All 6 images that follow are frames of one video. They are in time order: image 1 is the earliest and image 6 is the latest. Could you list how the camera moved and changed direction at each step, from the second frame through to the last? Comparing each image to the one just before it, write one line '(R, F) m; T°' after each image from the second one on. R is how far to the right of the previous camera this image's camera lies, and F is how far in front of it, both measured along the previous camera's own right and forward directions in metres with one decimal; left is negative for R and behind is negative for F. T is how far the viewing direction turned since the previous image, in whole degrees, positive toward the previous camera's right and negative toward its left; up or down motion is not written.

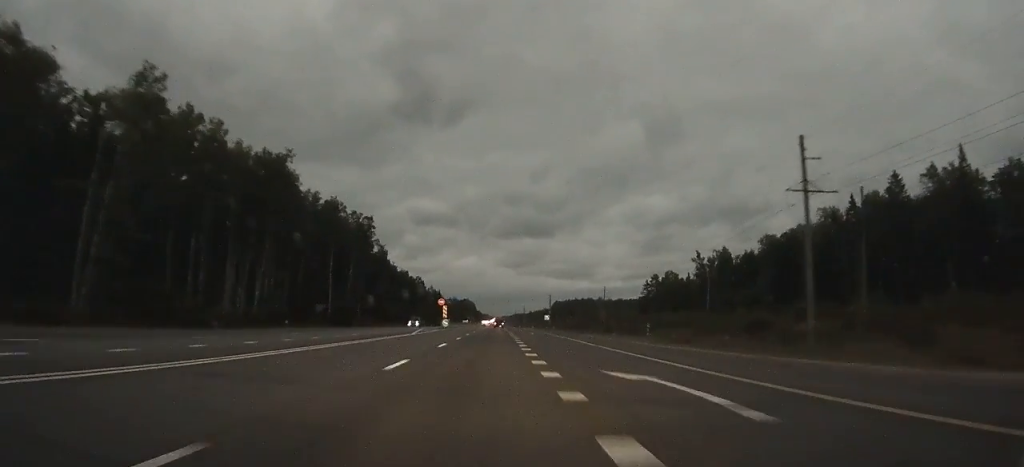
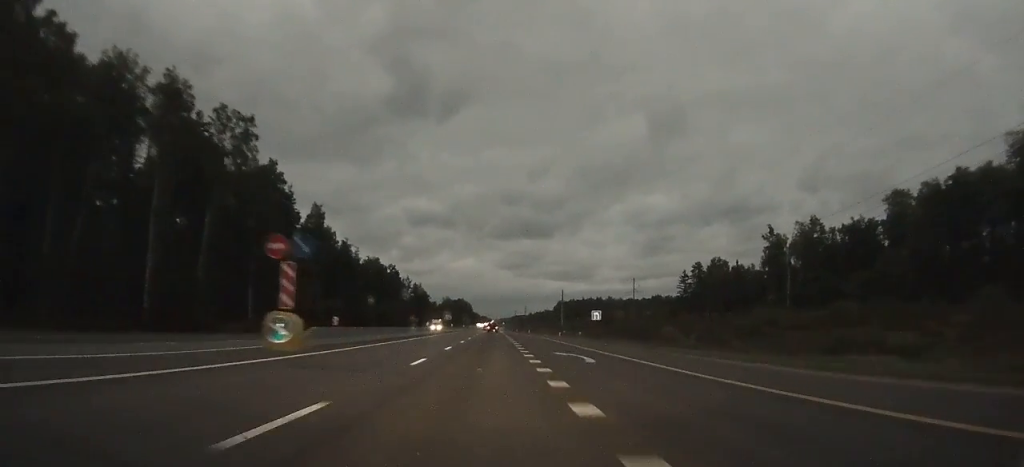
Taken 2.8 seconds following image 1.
(-0.2, +63.7) m; 0°
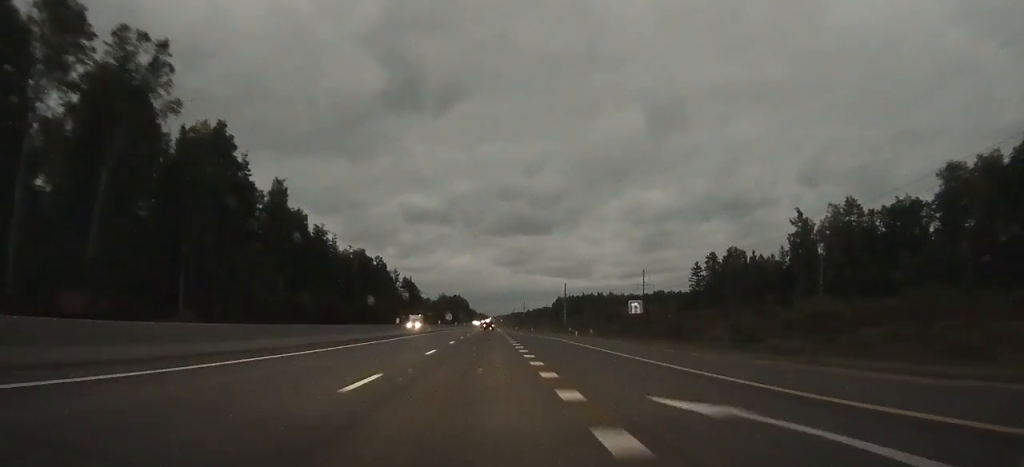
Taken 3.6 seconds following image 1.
(0.0, +18.4) m; 0°
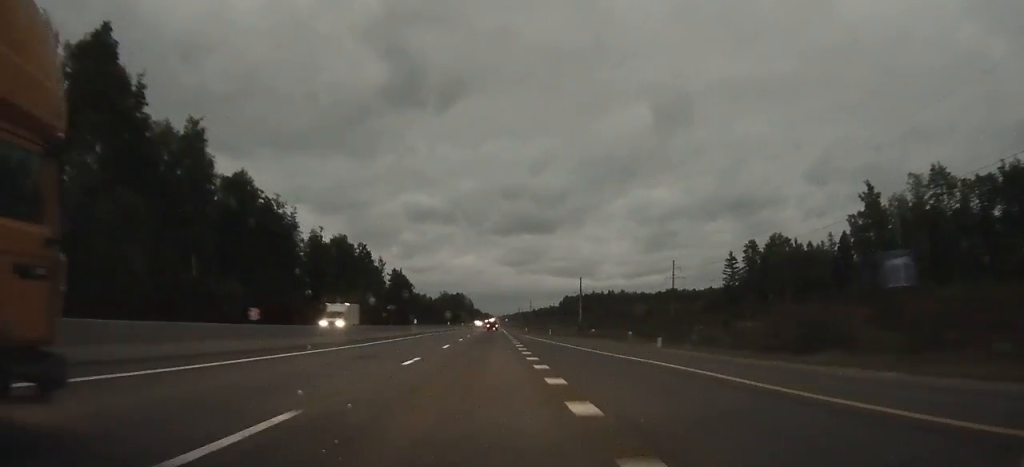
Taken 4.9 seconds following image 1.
(0.0, +29.4) m; 0°
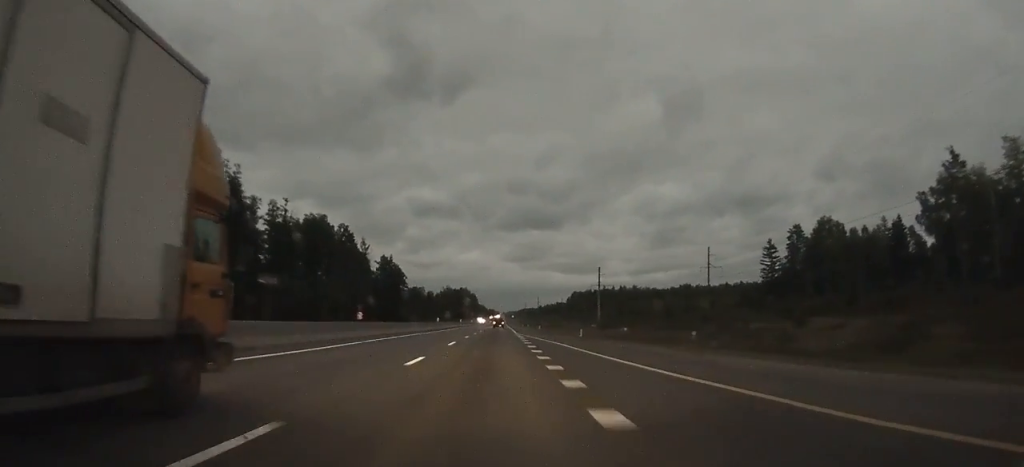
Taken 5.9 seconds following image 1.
(0.0, +24.9) m; 0°
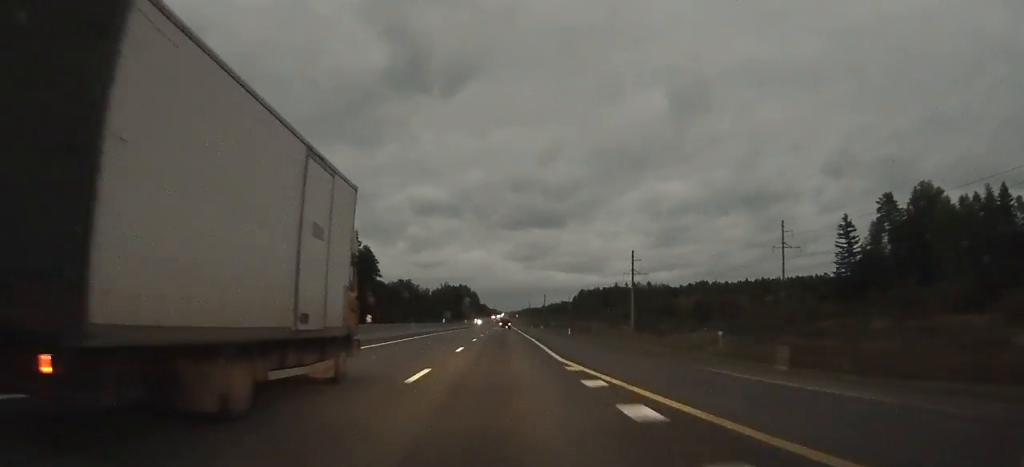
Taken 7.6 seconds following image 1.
(-0.2, +39.3) m; 0°
